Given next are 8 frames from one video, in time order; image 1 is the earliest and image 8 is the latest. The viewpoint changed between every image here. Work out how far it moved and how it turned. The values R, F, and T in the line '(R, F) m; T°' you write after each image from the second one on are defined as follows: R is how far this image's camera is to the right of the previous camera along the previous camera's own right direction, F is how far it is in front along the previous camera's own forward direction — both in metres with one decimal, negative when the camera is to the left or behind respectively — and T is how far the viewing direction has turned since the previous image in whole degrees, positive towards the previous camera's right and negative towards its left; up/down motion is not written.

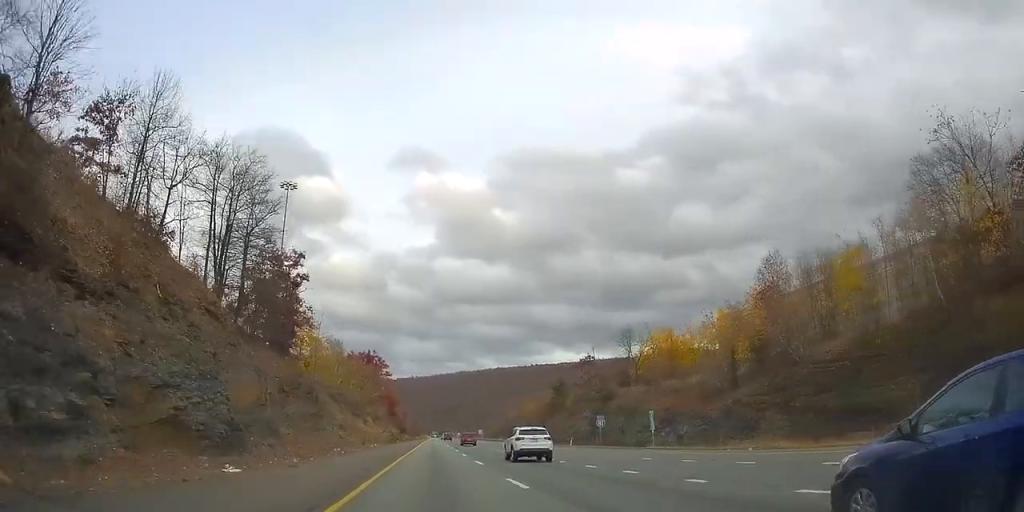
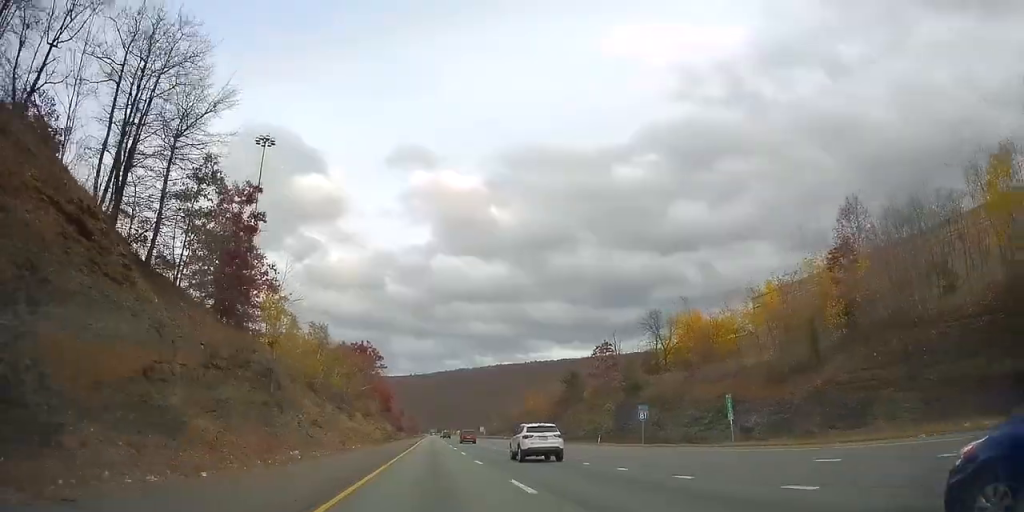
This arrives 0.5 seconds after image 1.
(+0.2, +13.4) m; 0°
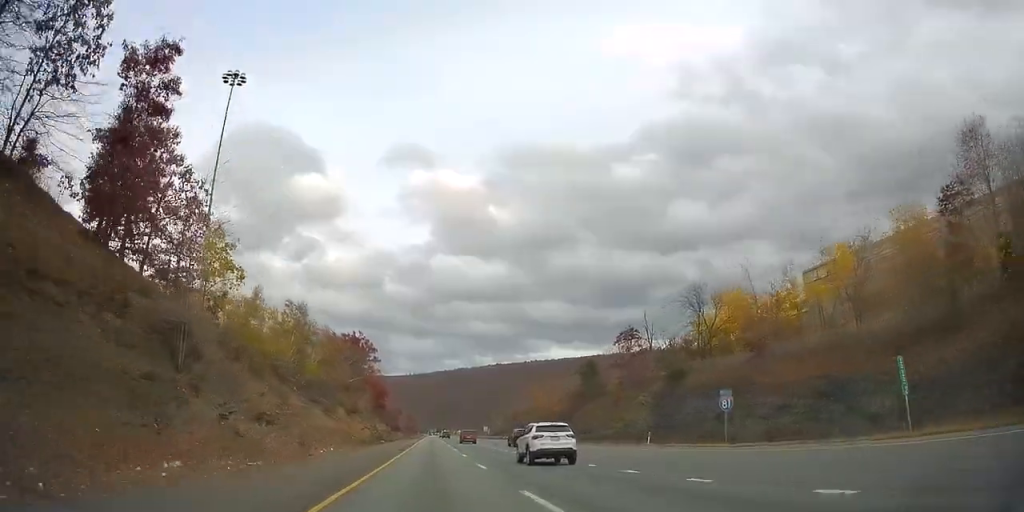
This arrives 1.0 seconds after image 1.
(+0.4, +14.9) m; 0°
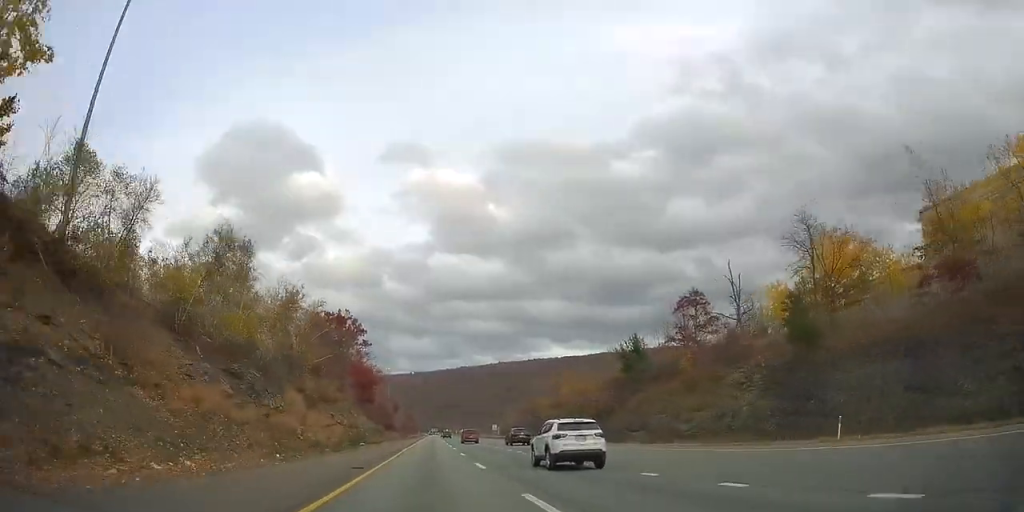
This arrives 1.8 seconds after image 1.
(-0.7, +24.5) m; 0°
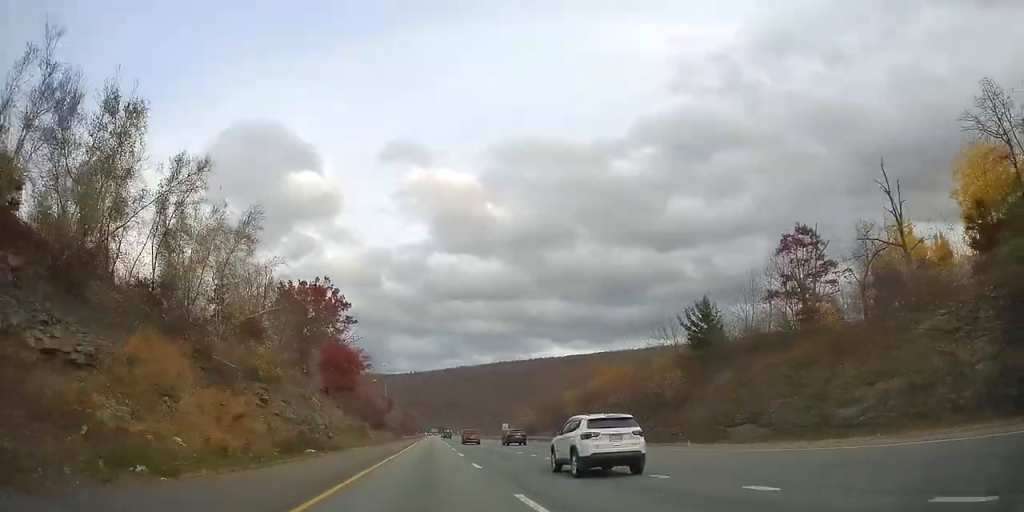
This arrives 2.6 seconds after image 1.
(+0.3, +24.2) m; +1°
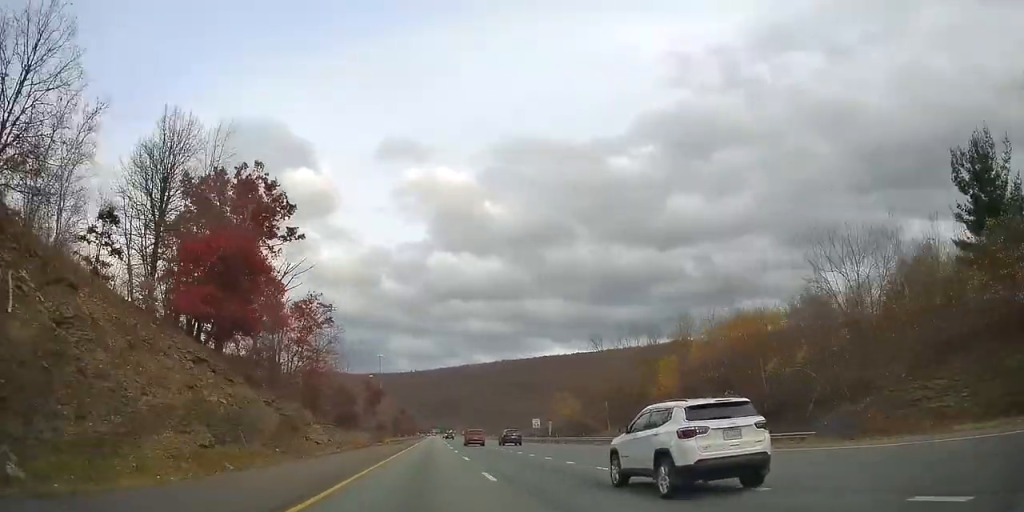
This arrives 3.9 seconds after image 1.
(+0.1, +41.4) m; 0°
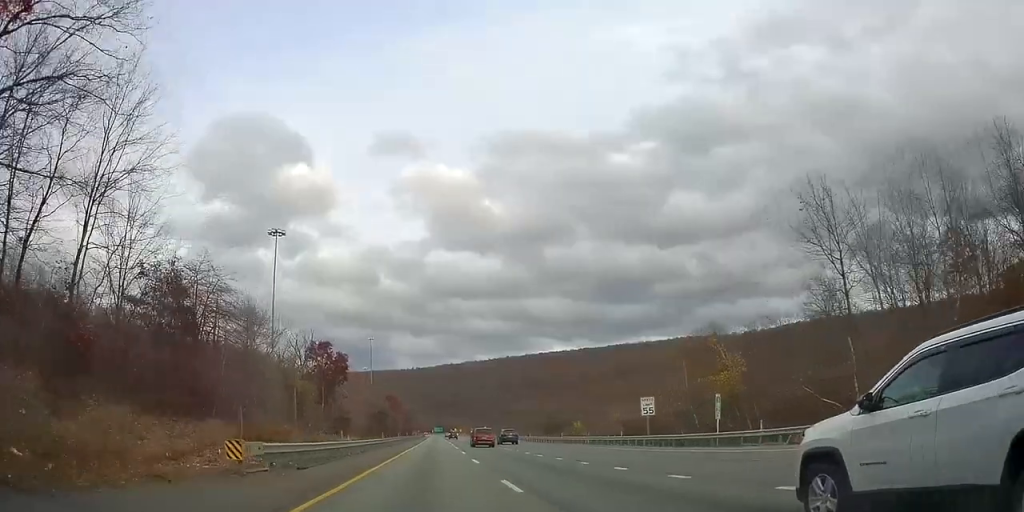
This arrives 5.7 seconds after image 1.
(-0.1, +51.6) m; 0°
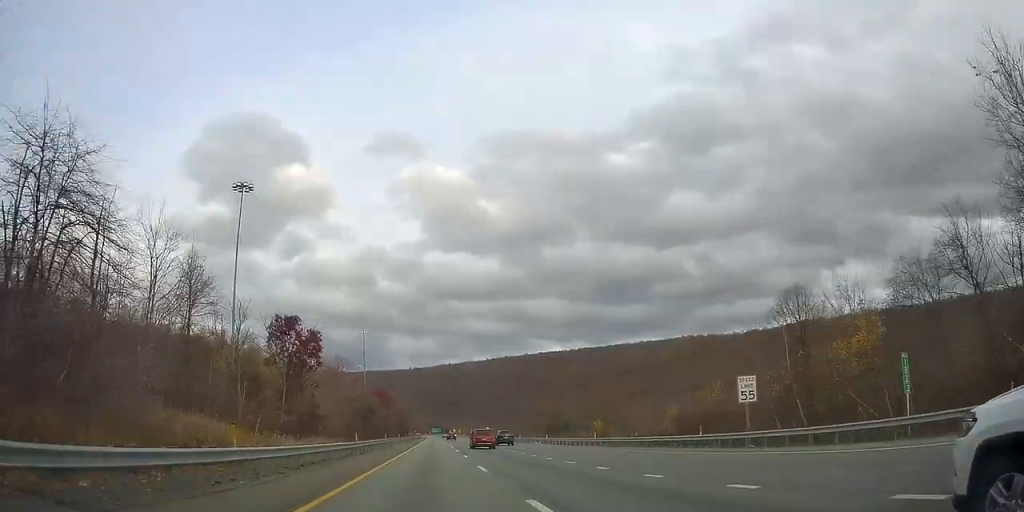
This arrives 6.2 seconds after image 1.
(0.0, +16.5) m; 0°
